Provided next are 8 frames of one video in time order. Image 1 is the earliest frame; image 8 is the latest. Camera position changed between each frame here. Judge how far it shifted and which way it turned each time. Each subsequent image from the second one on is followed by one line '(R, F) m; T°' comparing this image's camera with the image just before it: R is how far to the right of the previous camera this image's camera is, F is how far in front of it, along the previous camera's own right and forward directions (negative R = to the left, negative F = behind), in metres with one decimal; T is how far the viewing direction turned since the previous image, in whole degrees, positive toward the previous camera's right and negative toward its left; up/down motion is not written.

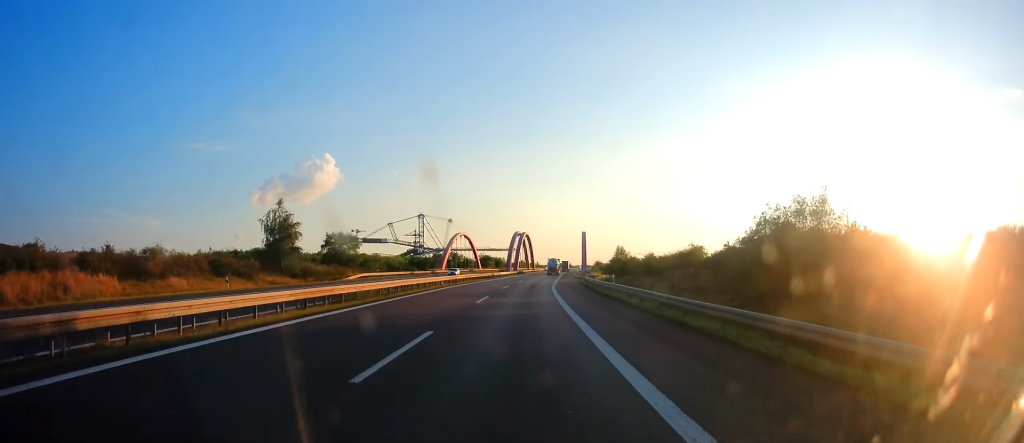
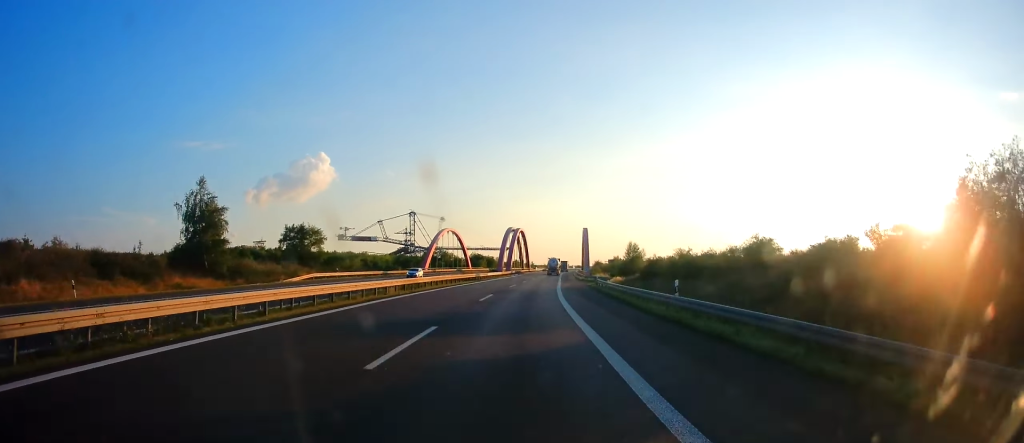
(+0.1, +17.1) m; 0°
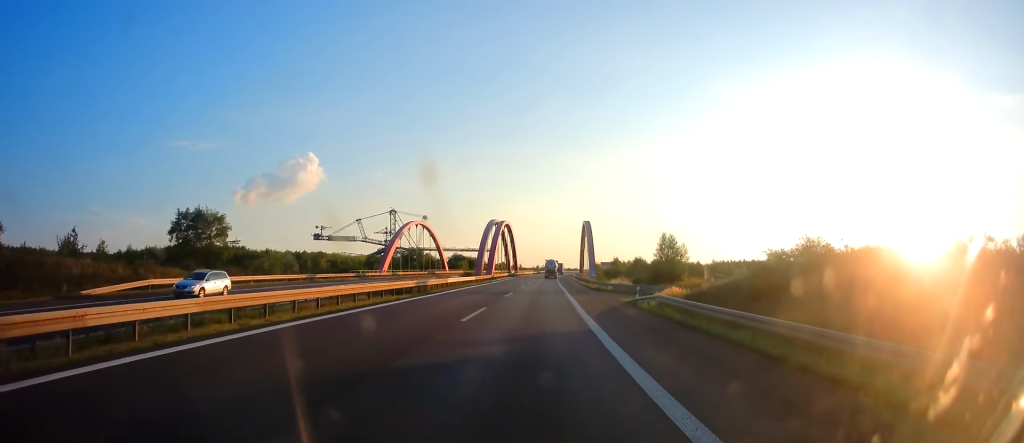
(+0.2, +28.5) m; +1°
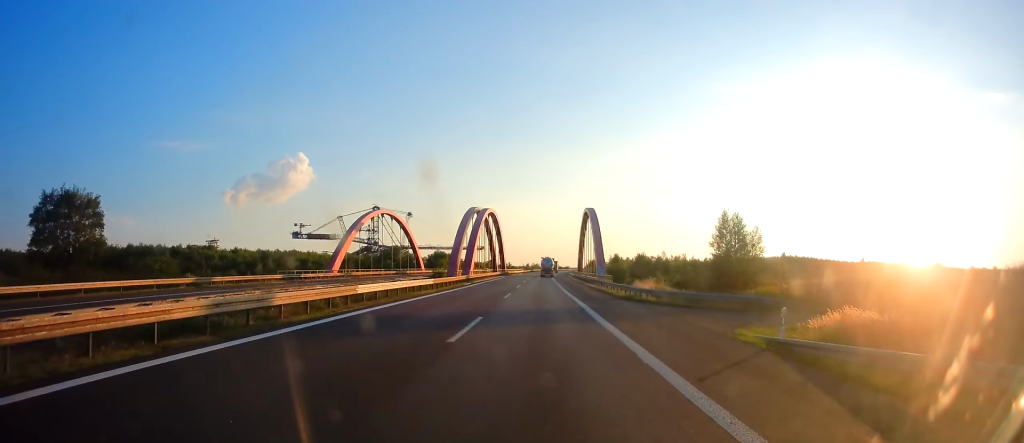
(0.0, +21.6) m; +1°
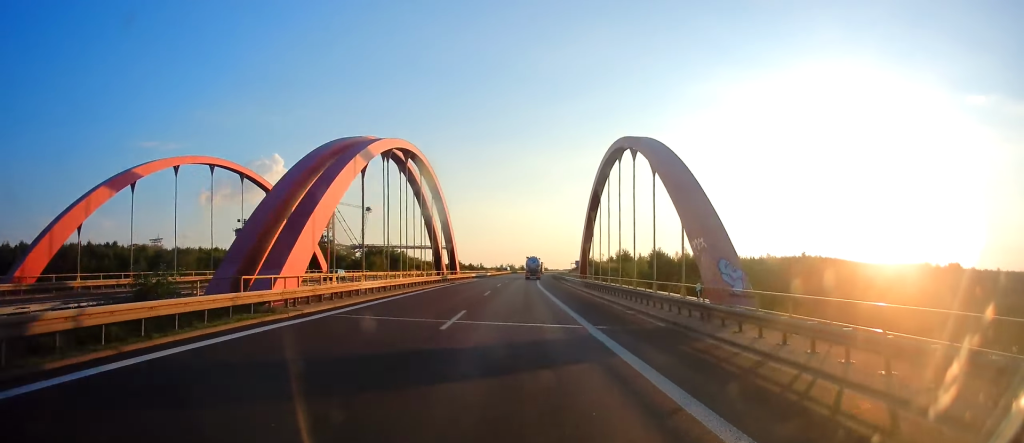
(+1.8, +51.3) m; +2°
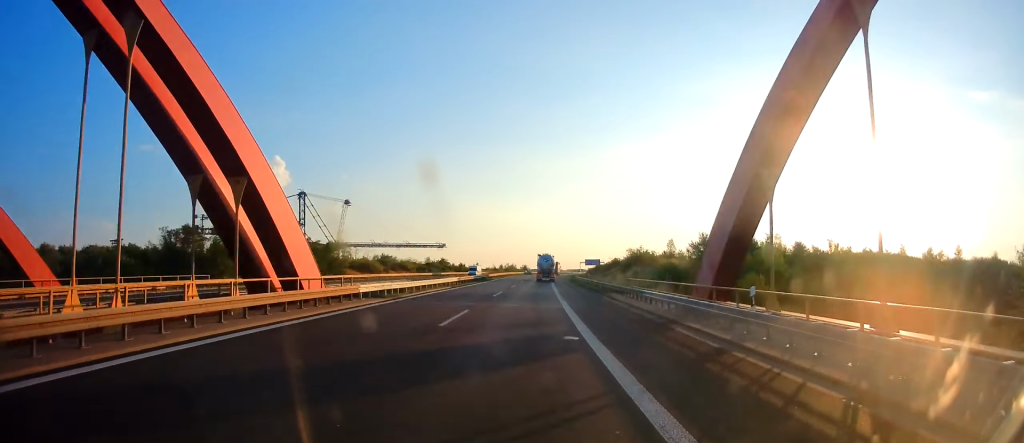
(-0.1, +53.0) m; 0°
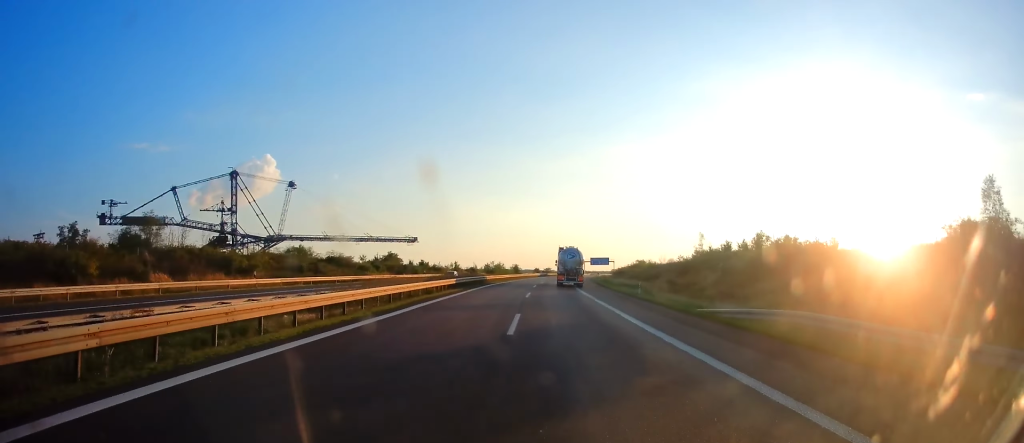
(+0.2, +73.2) m; +1°
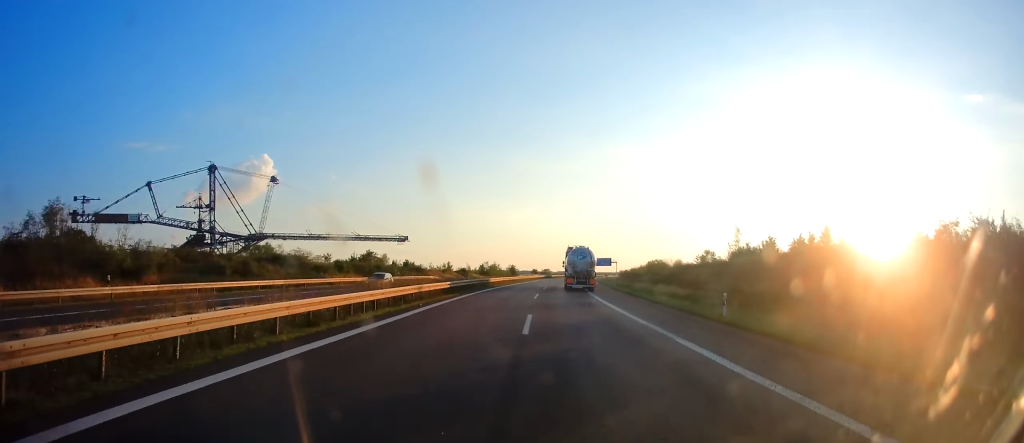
(+0.3, +17.5) m; +1°
